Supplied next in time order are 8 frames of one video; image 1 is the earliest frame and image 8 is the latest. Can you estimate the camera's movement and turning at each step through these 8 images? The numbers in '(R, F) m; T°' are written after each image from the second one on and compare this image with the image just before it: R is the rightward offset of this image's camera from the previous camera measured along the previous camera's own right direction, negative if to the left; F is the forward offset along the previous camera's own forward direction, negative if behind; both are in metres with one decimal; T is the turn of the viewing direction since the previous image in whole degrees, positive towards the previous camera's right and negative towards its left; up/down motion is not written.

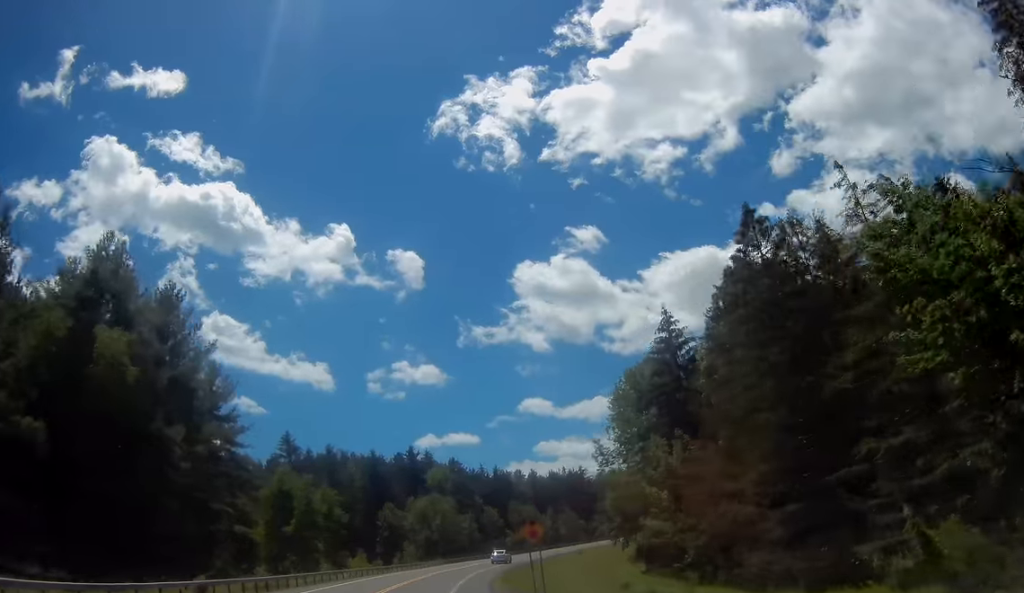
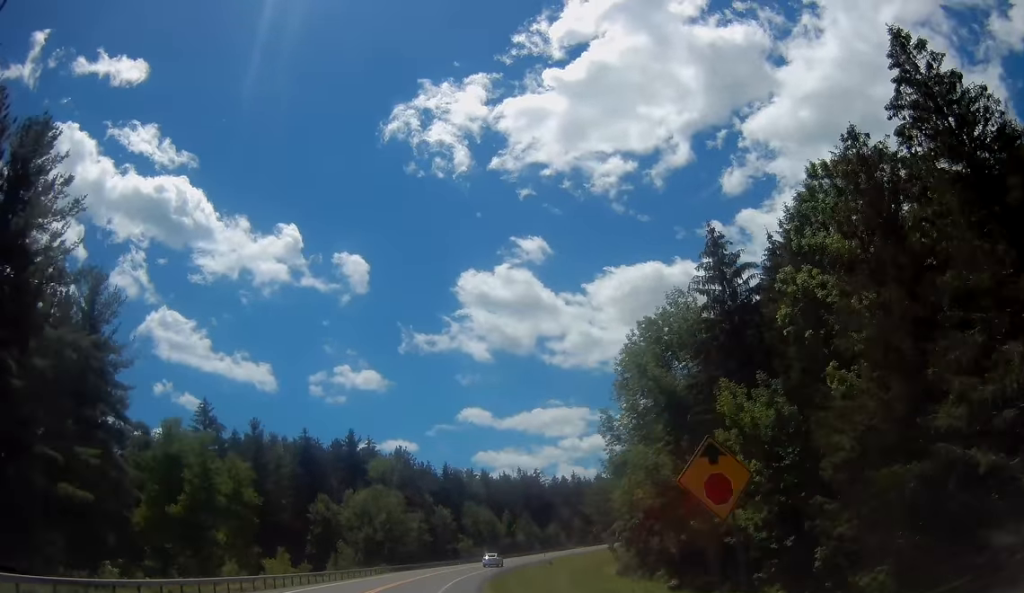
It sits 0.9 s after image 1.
(+0.9, +18.2) m; +6°
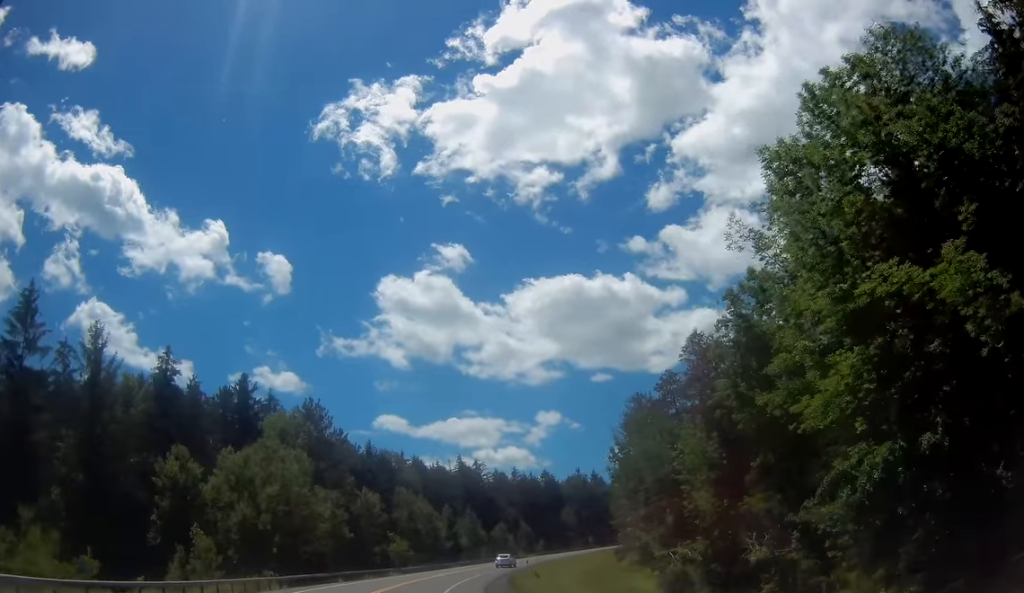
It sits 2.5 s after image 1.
(+2.2, +32.0) m; +8°
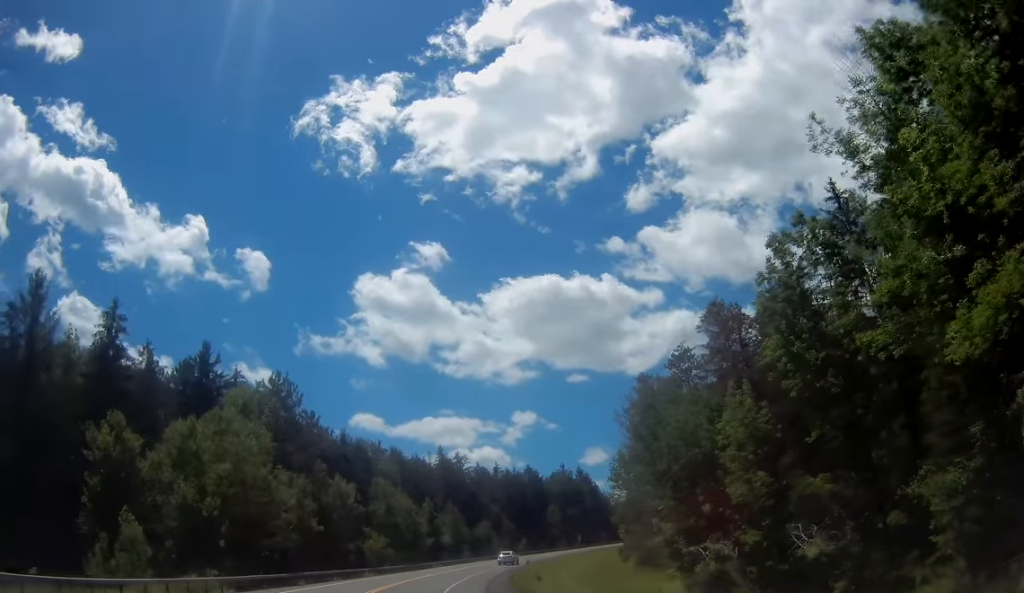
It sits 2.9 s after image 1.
(+0.4, +8.5) m; +2°
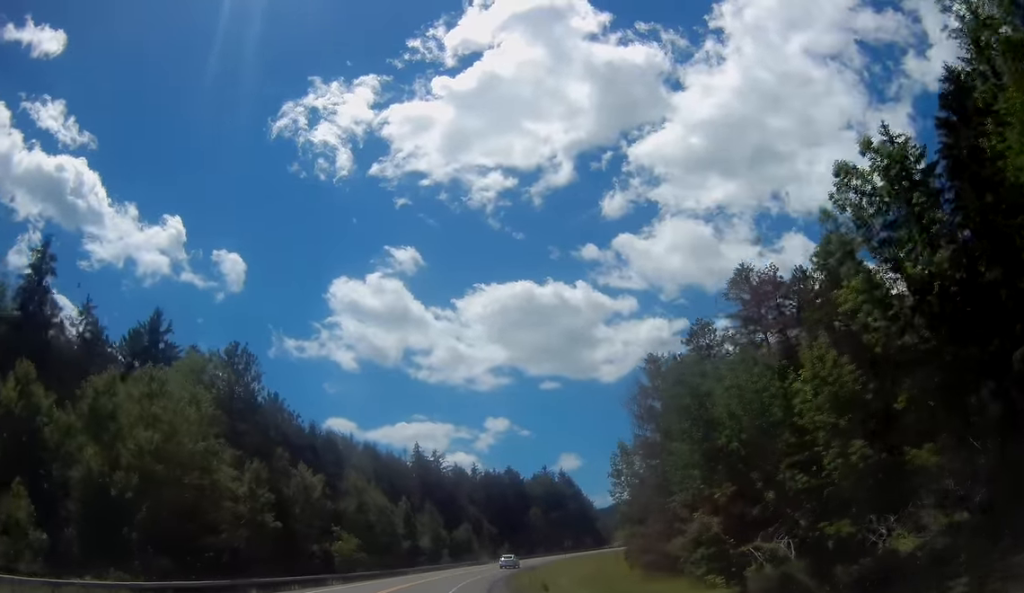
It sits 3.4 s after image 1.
(+0.2, +9.2) m; +3°
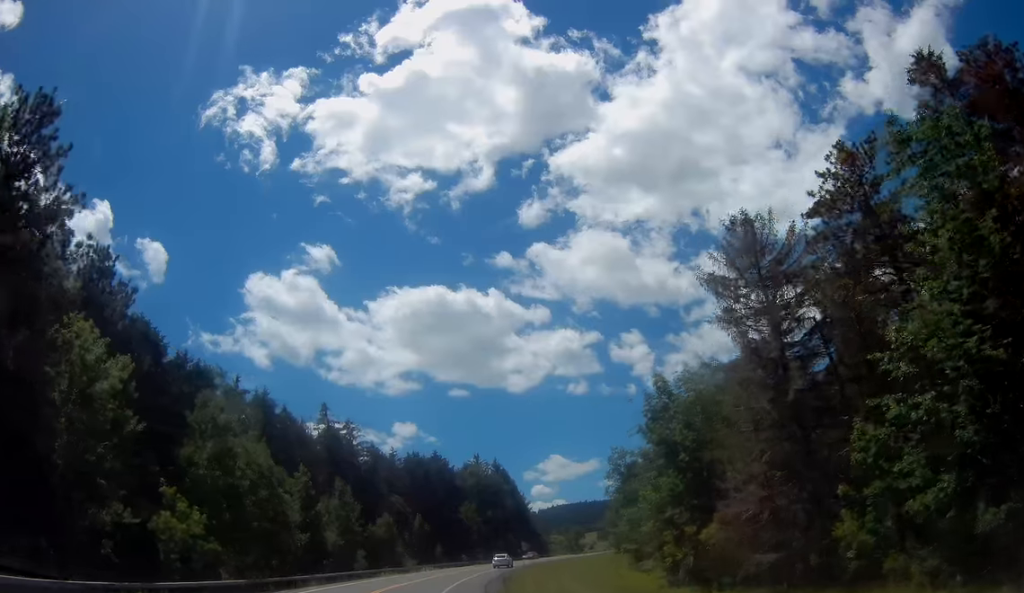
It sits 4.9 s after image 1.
(+2.0, +29.2) m; +8°
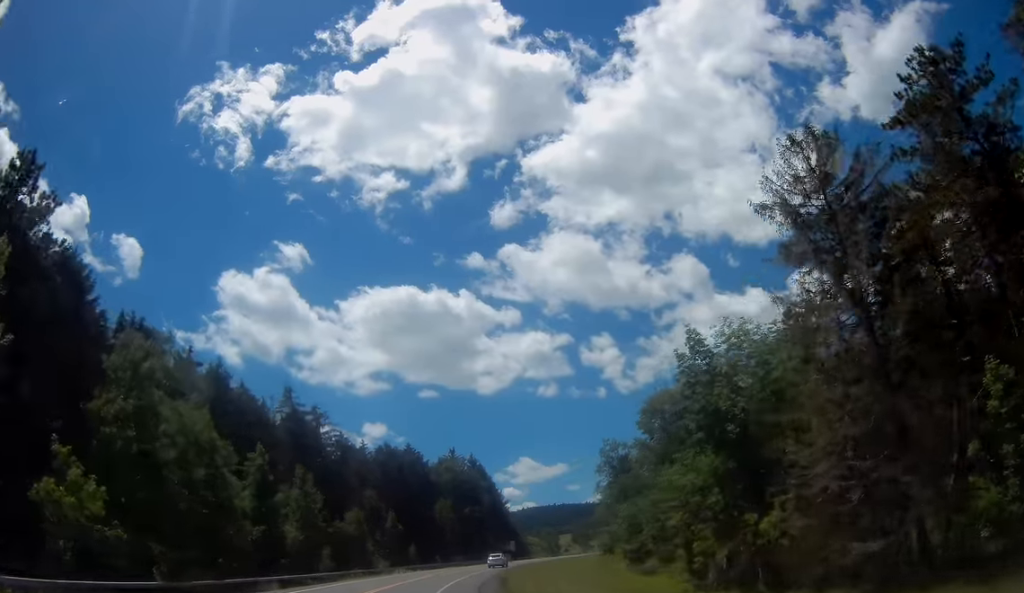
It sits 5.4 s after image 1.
(0.0, +9.1) m; +3°
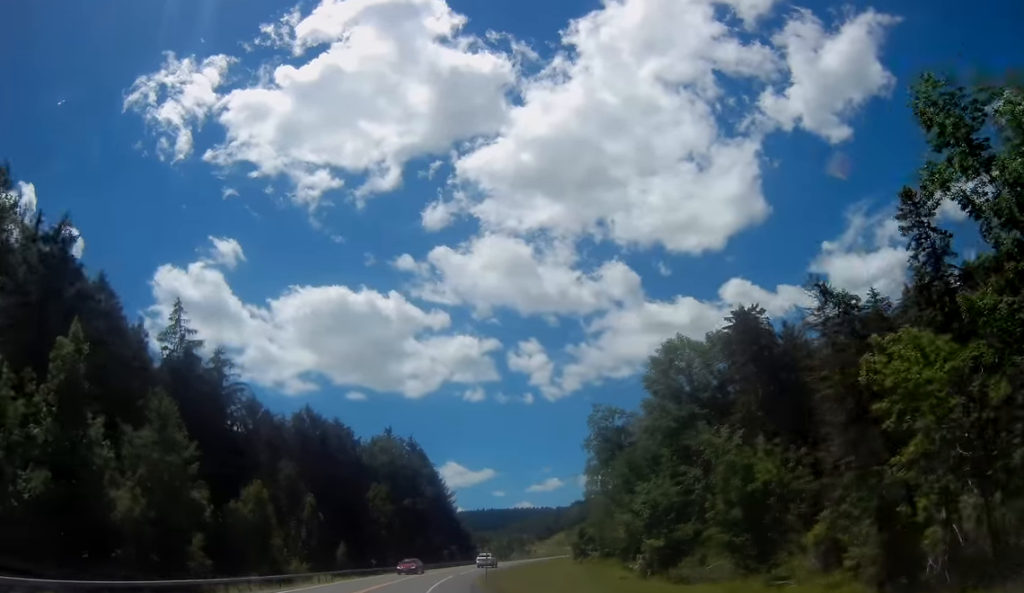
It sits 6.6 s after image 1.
(+1.6, +22.9) m; +6°
